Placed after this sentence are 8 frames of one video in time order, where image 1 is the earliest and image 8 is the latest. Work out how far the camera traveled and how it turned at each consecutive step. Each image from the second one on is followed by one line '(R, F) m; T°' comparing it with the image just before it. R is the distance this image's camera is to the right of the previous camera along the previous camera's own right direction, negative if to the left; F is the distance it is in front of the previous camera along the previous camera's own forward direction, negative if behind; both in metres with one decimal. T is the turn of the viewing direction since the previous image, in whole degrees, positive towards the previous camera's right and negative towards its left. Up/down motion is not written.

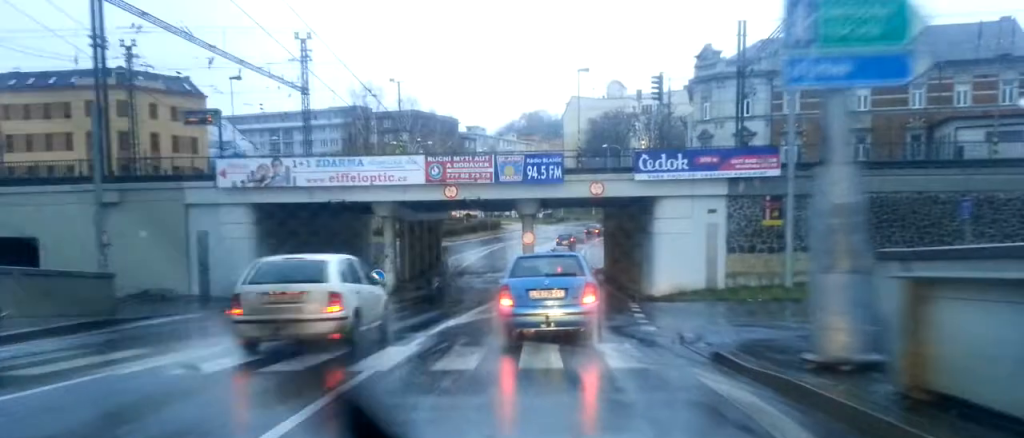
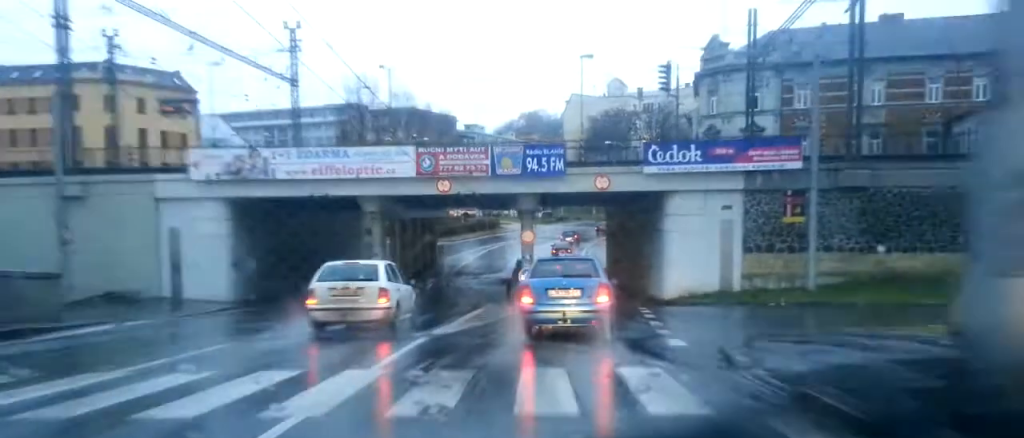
(0.0, +2.6) m; 0°
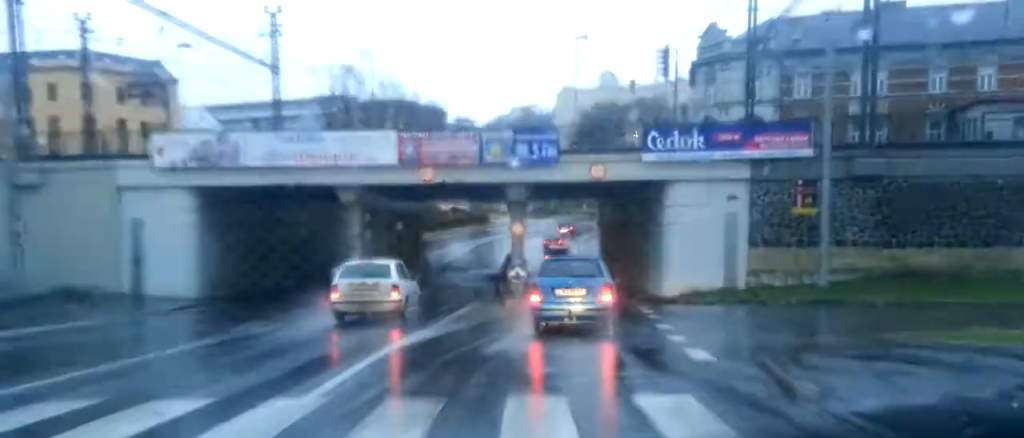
(0.0, +2.0) m; +1°
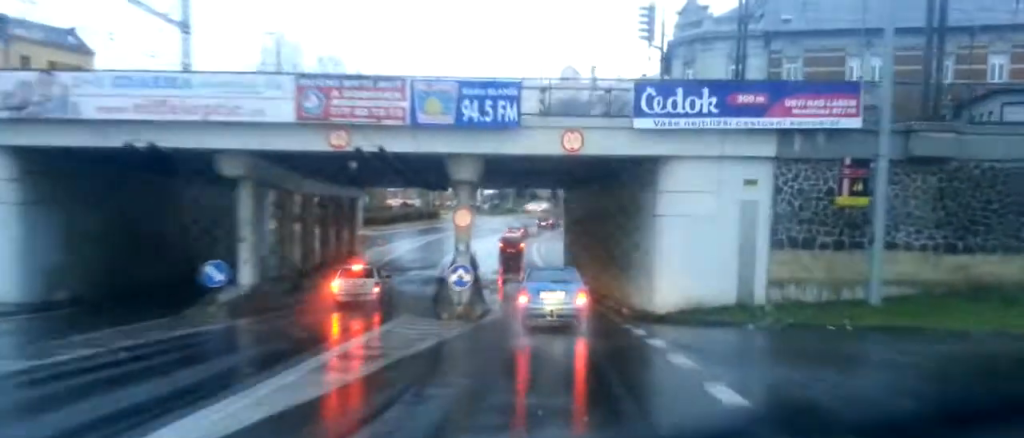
(+0.4, +7.6) m; +6°
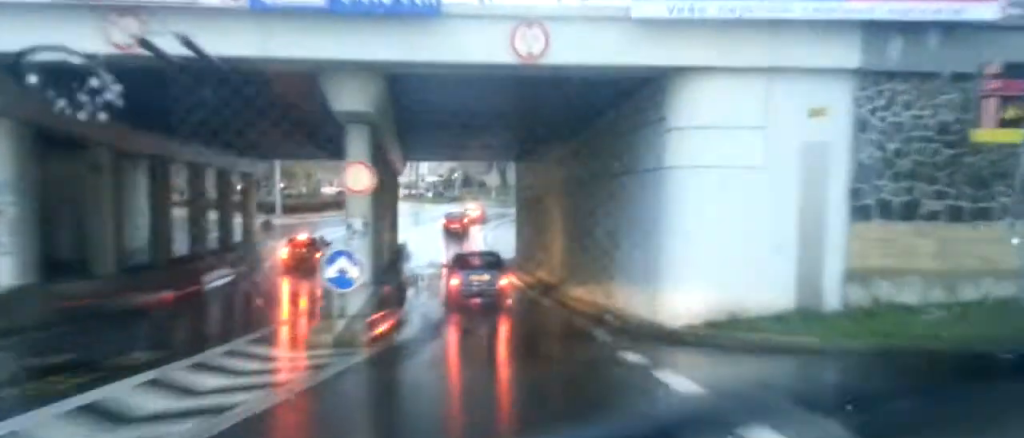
(+0.4, +8.9) m; +2°
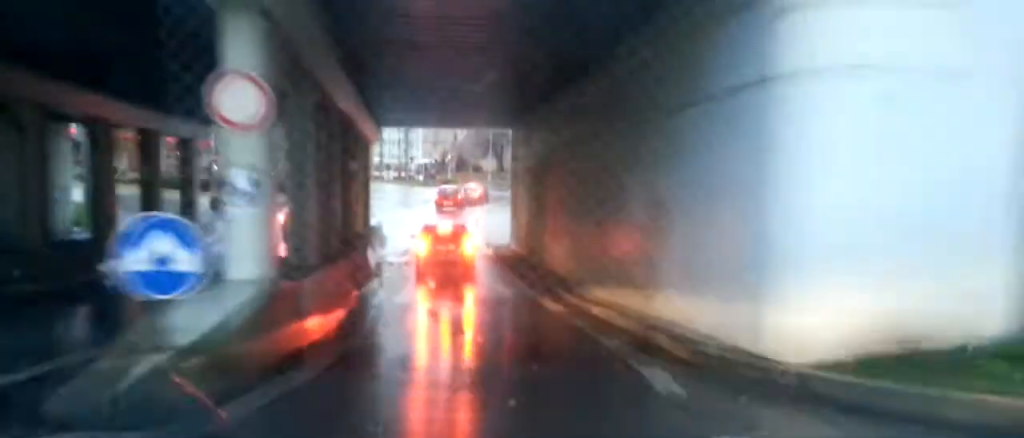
(0.0, +6.0) m; 0°
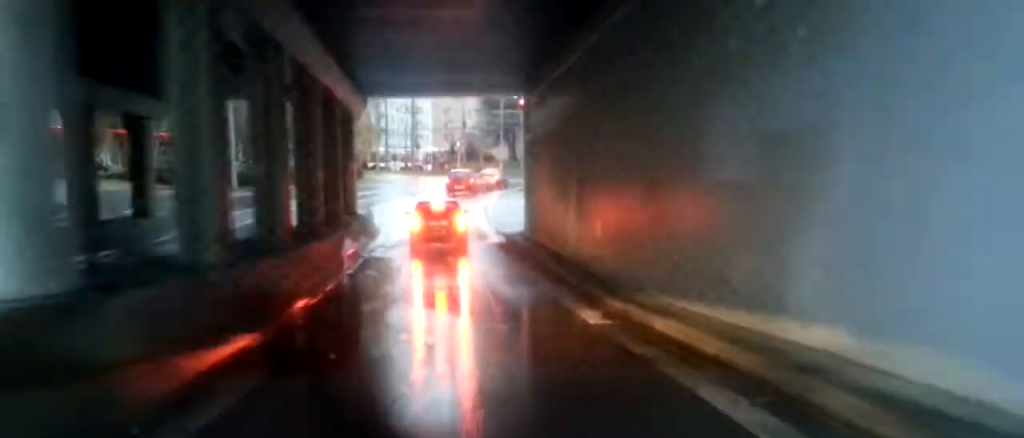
(0.0, +4.6) m; +2°
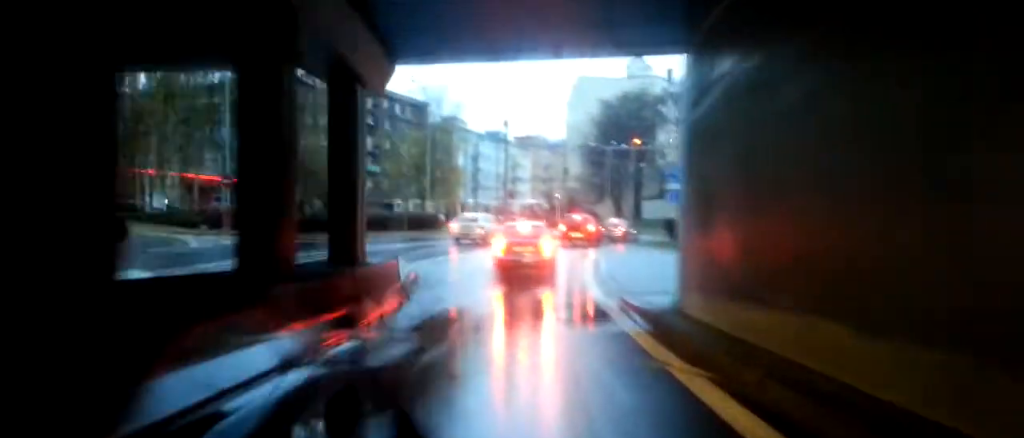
(+1.2, +11.9) m; +6°
